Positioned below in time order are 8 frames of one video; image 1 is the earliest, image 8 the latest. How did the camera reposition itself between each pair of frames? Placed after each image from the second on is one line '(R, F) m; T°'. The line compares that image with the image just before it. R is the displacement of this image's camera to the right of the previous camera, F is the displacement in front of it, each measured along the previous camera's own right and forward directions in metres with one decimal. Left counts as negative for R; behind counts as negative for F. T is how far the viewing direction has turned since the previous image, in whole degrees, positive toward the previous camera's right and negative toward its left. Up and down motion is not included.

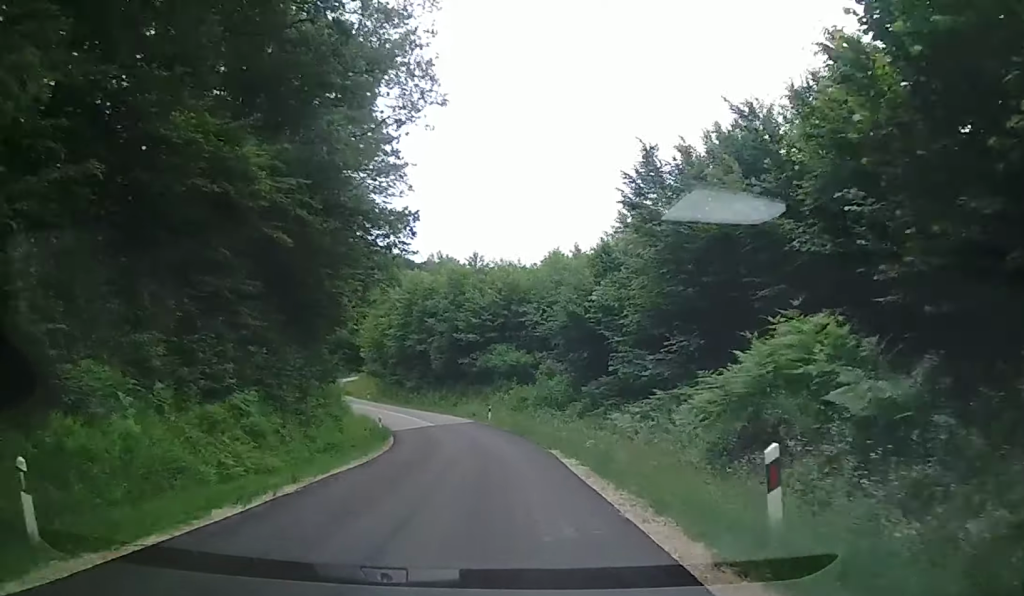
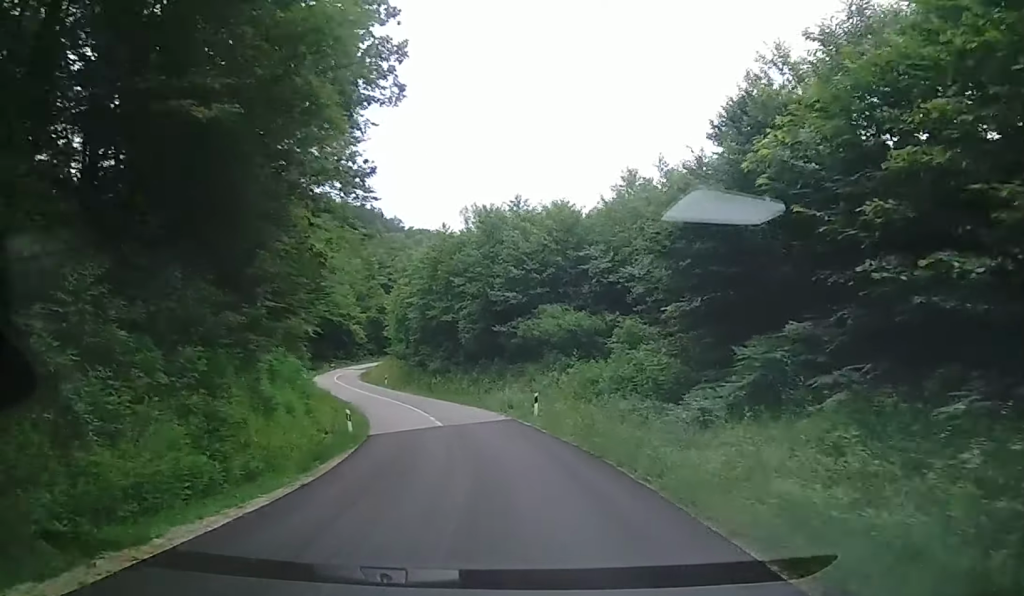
(-2.2, +12.6) m; -13°
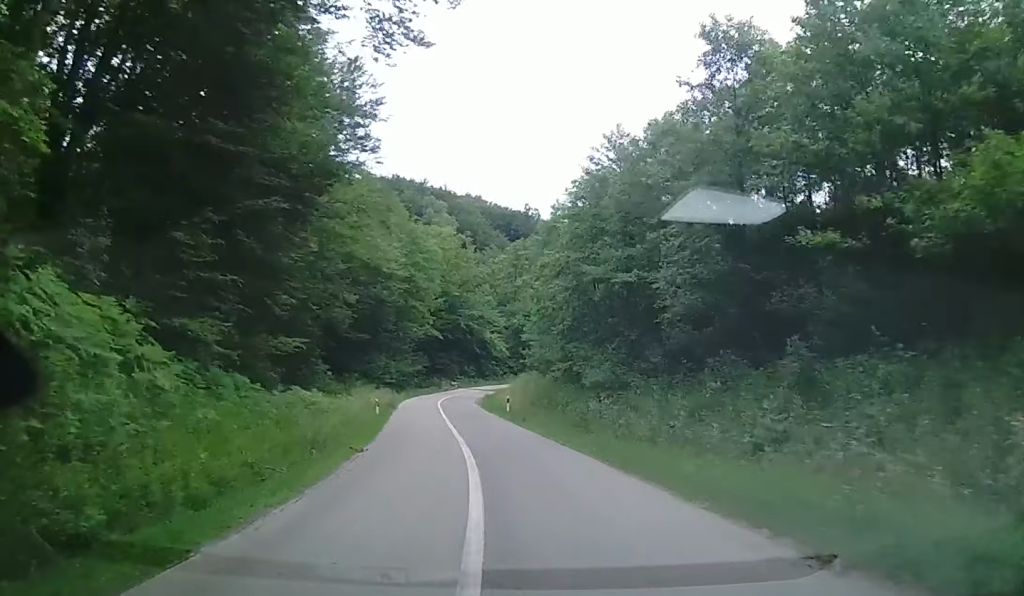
(-1.7, +20.7) m; -12°
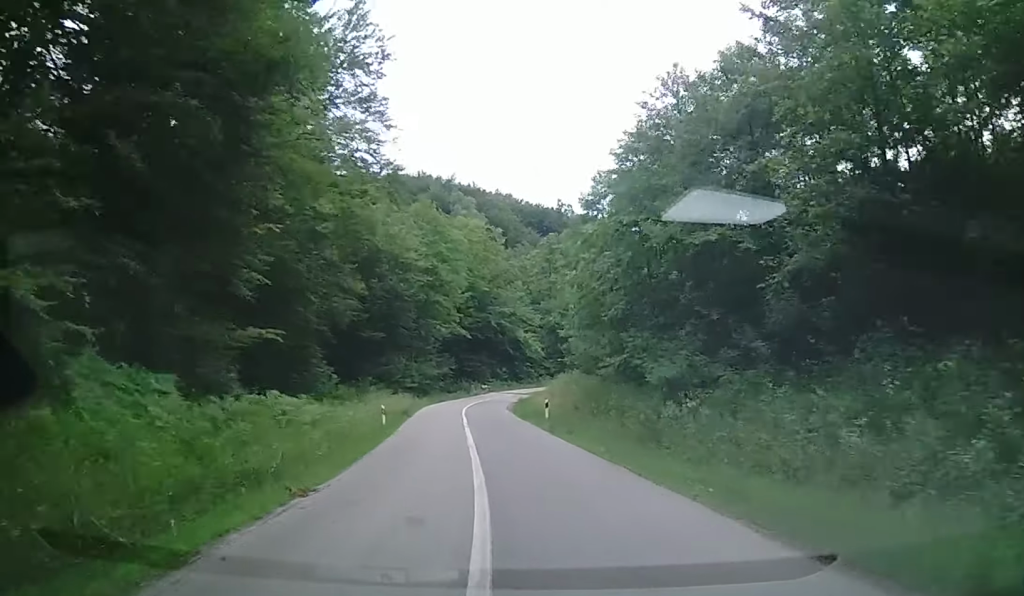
(-0.1, +4.7) m; -4°
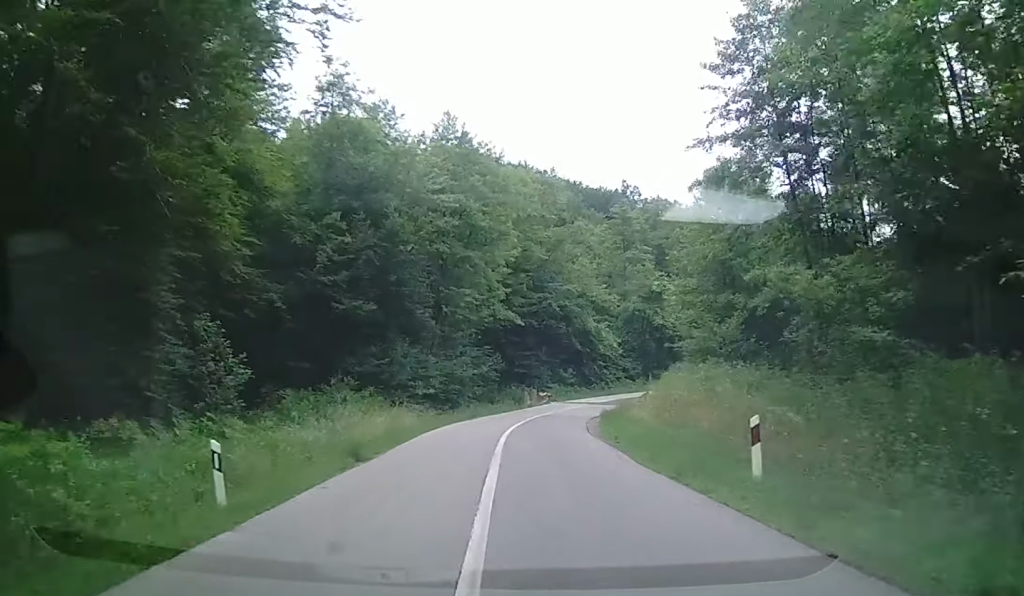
(-1.9, +14.2) m; -10°
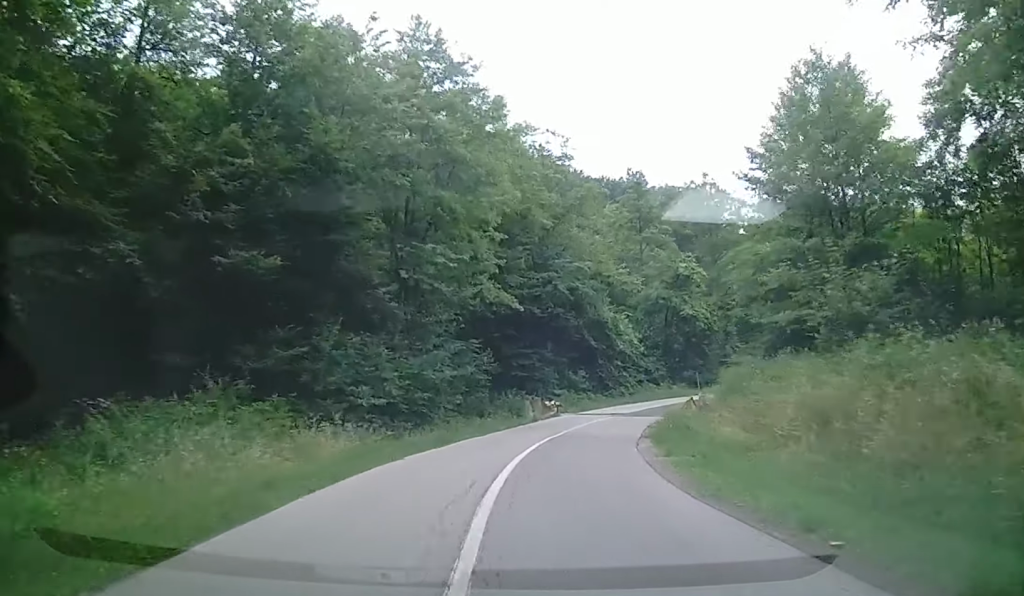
(-0.3, +9.9) m; 0°
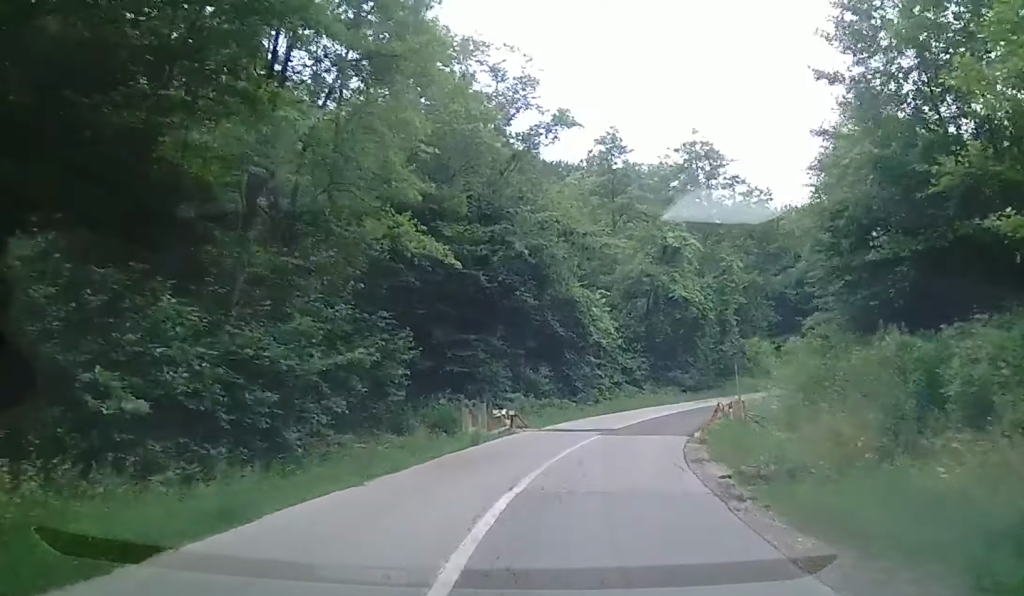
(+0.3, +12.2) m; +4°
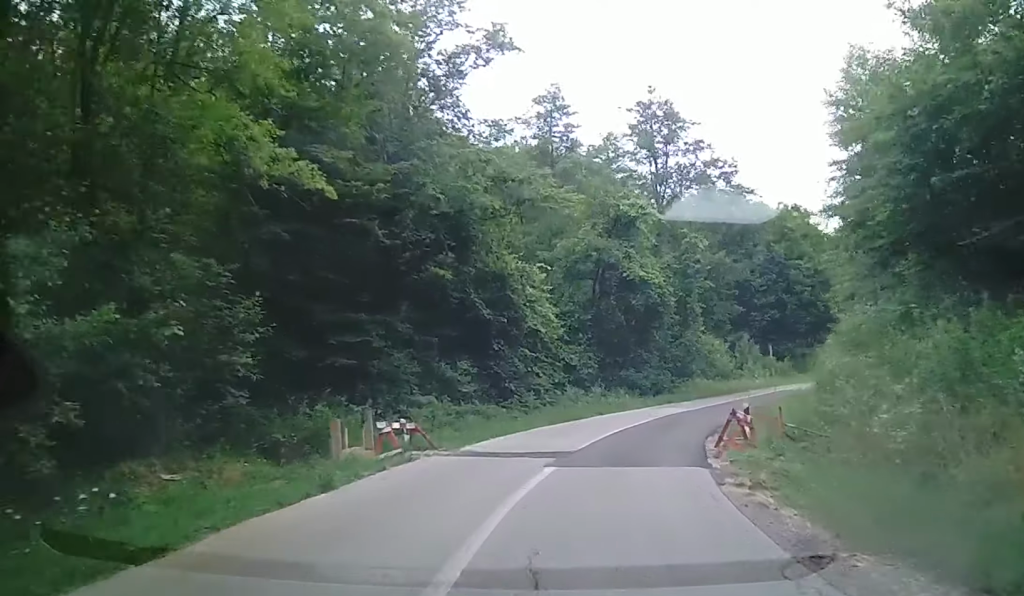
(0.0, +9.7) m; +4°
